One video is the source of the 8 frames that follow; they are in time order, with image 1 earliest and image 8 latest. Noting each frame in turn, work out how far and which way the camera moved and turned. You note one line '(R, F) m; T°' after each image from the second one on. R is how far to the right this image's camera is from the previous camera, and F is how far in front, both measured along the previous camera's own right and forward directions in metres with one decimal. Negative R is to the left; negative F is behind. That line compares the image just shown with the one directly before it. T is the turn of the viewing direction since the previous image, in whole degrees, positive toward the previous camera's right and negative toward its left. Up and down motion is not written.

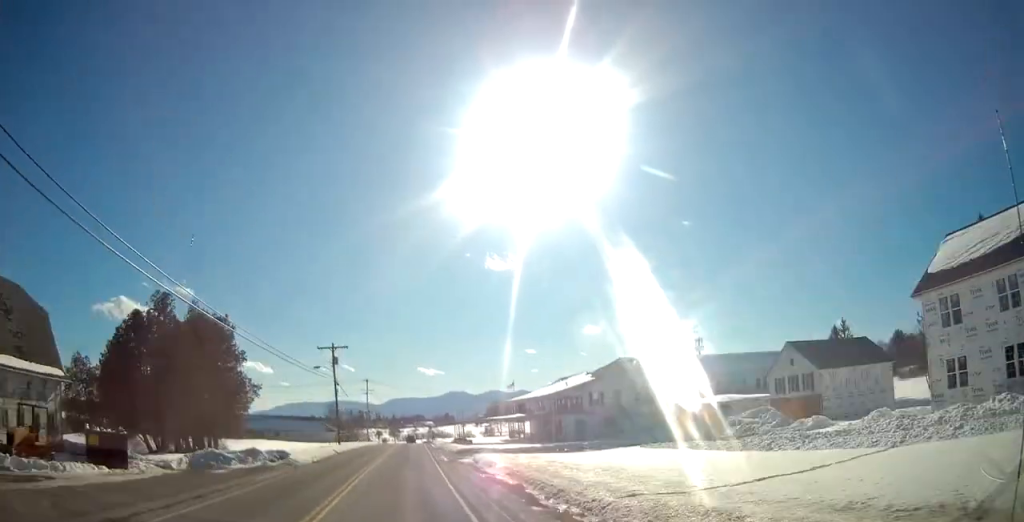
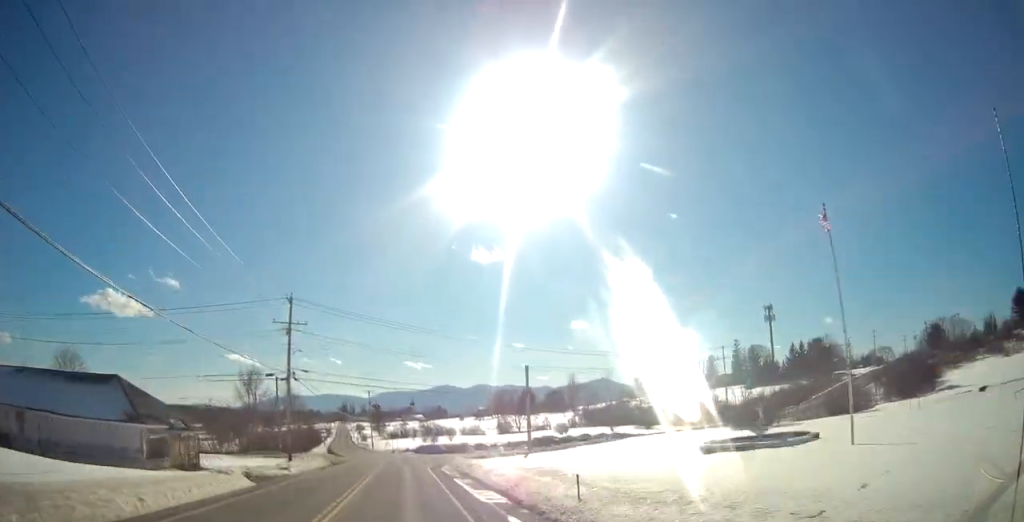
(+0.4, +74.9) m; 0°
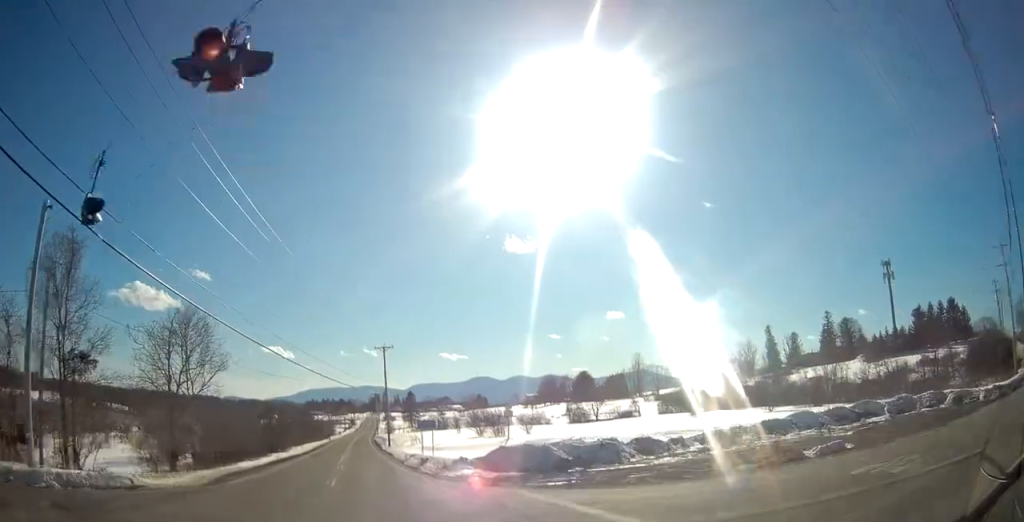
(-0.8, +54.3) m; -4°
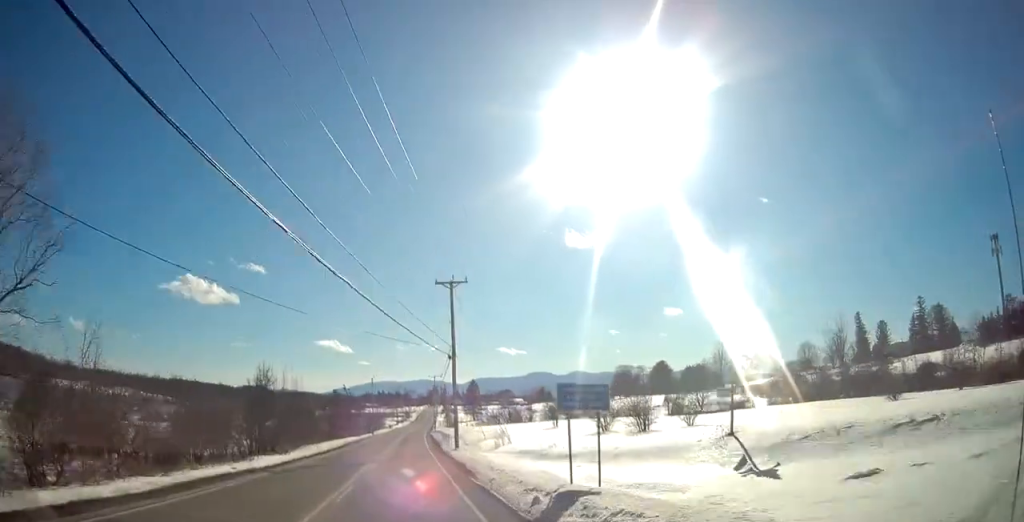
(-1.0, +28.9) m; -2°
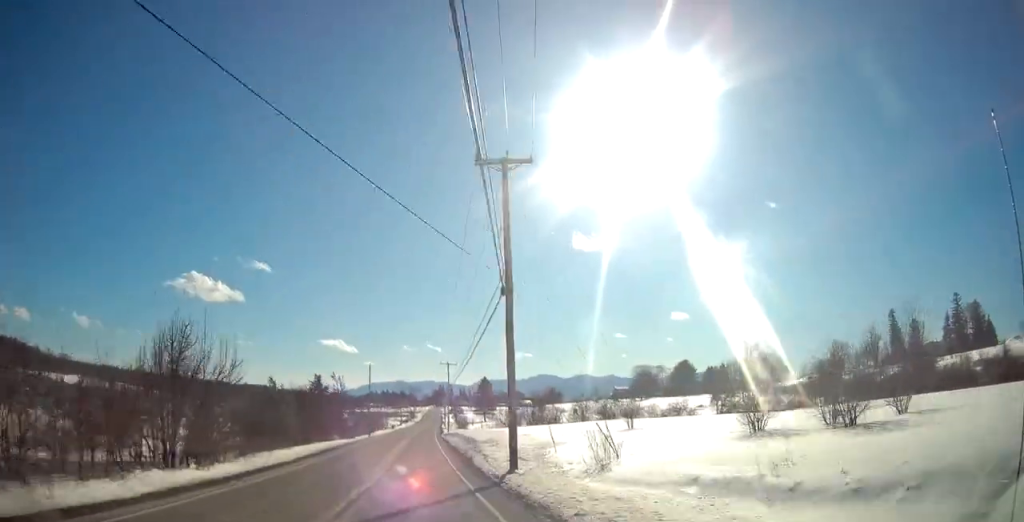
(-0.4, +20.3) m; -1°
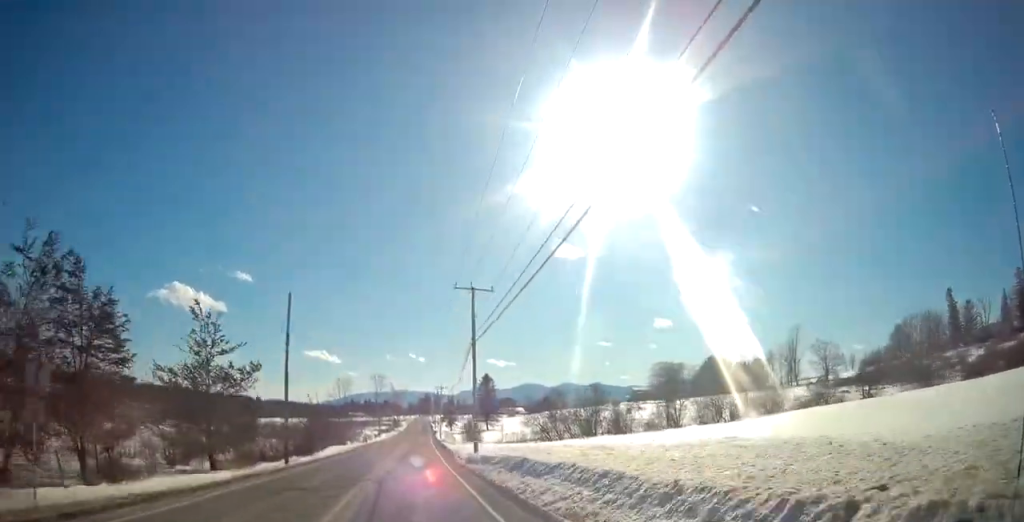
(-0.3, +47.8) m; 0°
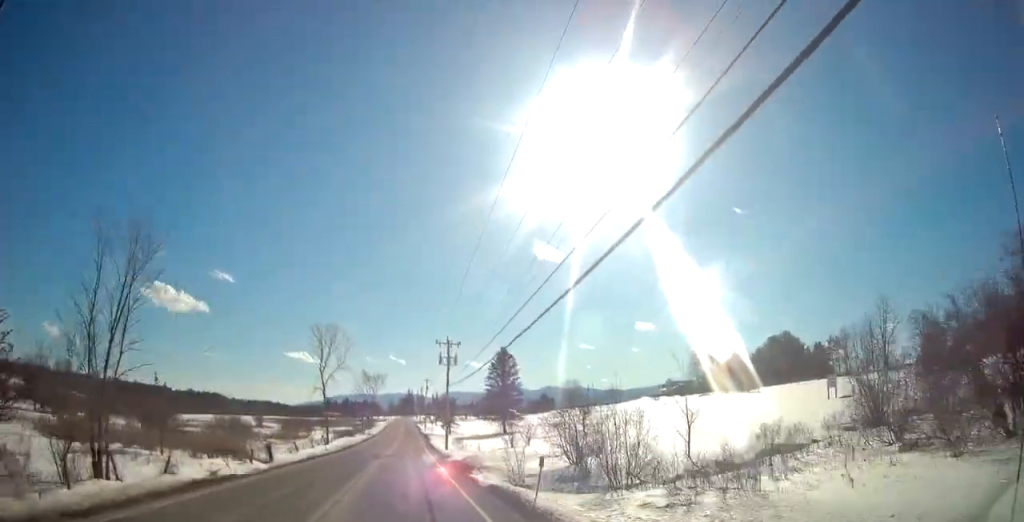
(+0.8, +61.7) m; +1°
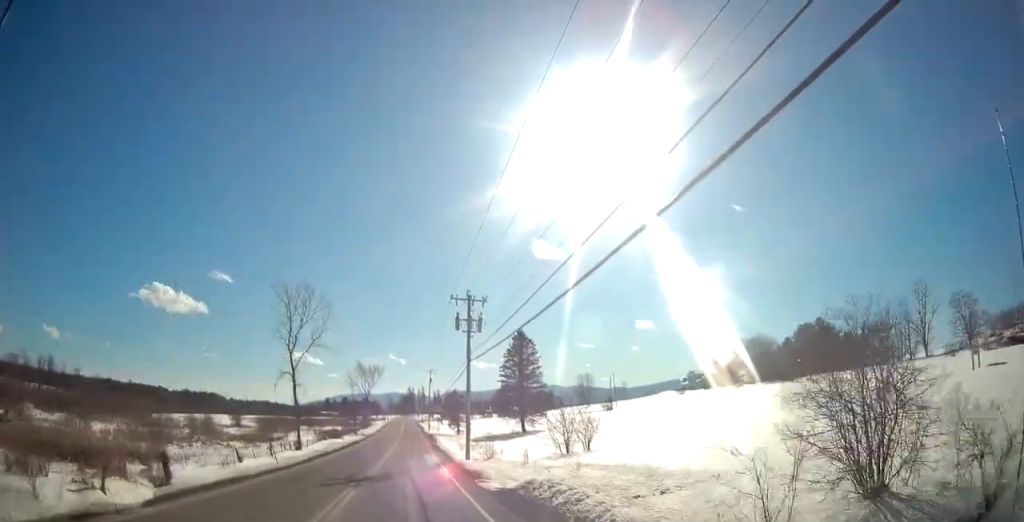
(0.0, +18.6) m; 0°
